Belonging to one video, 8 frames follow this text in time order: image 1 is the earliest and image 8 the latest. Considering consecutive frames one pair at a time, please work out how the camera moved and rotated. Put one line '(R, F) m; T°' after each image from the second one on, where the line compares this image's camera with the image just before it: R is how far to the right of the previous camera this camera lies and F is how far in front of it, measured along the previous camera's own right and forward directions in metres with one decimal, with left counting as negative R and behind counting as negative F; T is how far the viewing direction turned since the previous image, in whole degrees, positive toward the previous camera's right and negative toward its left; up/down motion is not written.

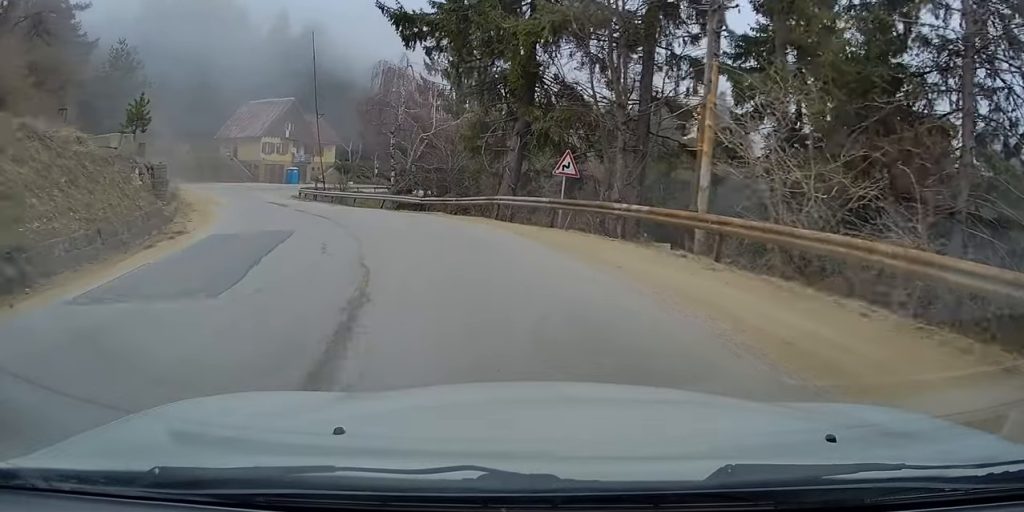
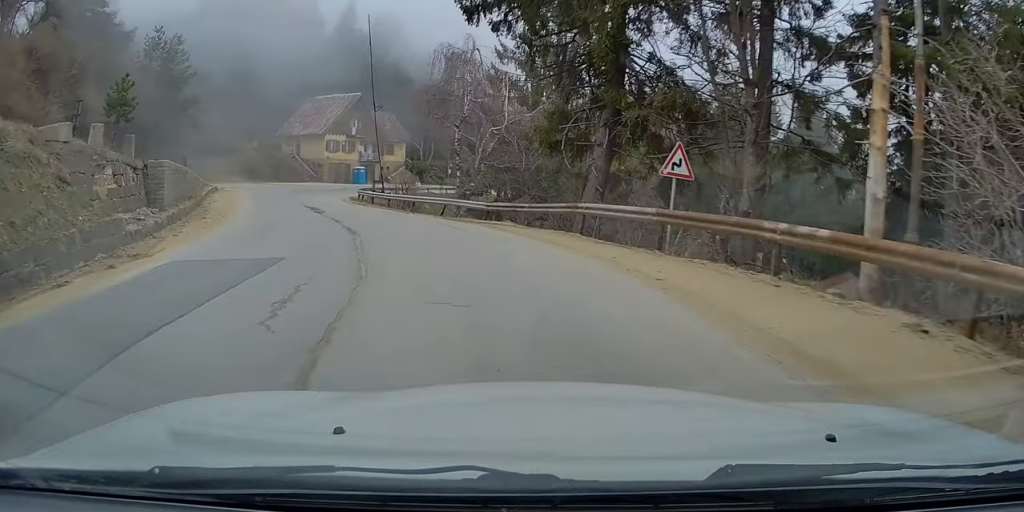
(-0.4, +4.7) m; -5°
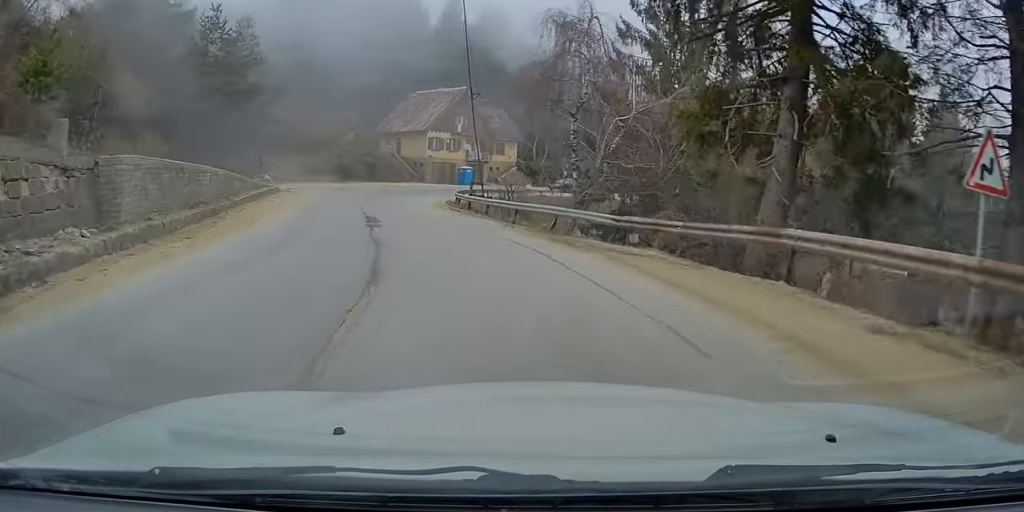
(-0.2, +6.6) m; -7°
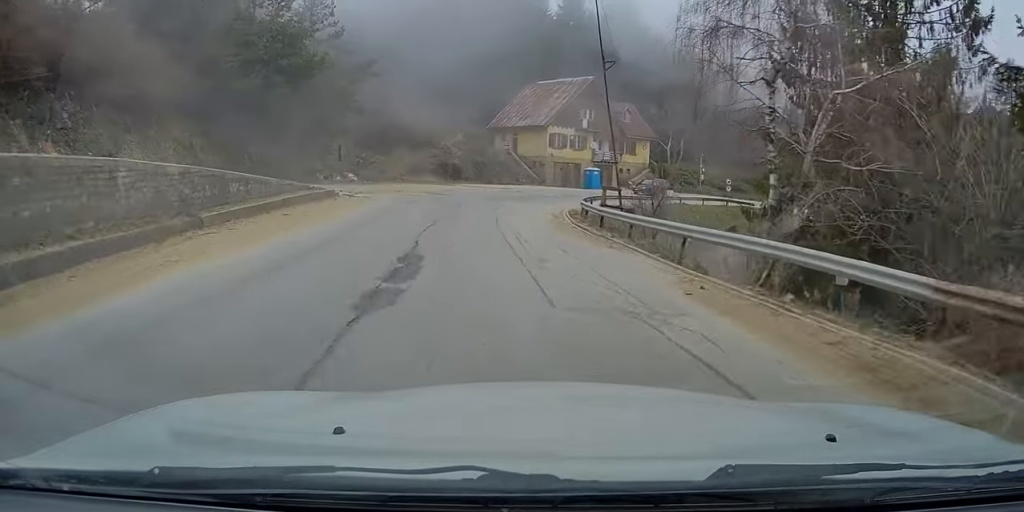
(-0.8, +9.0) m; -7°
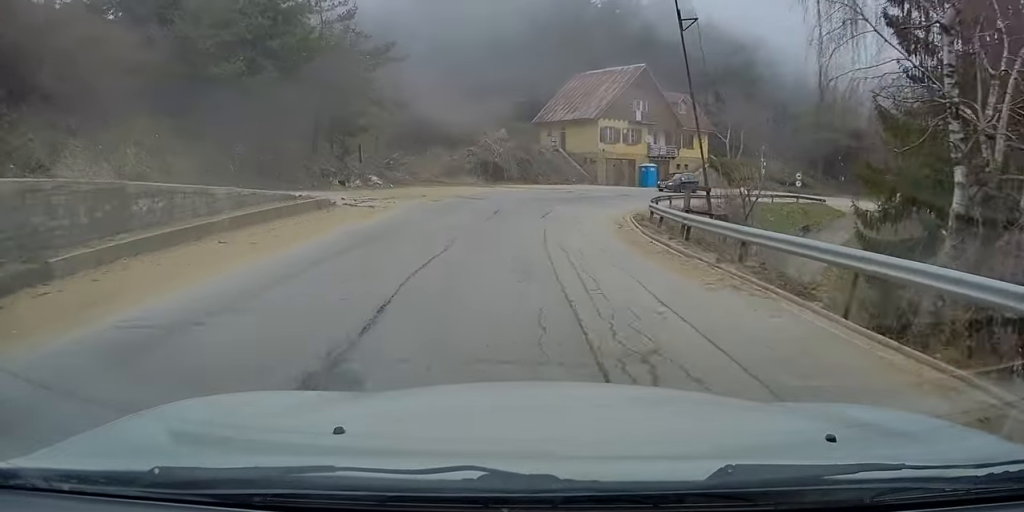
(-0.2, +5.6) m; -1°
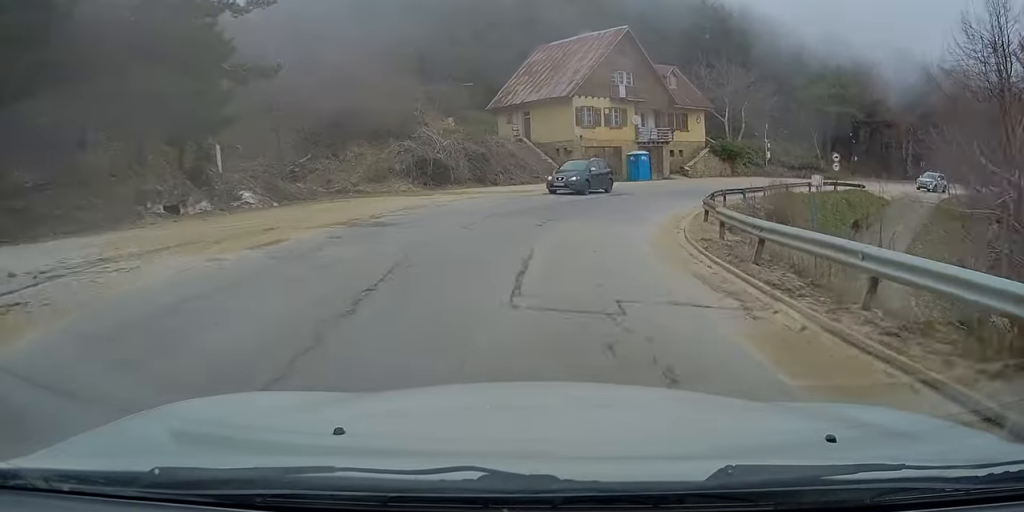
(-0.2, +13.1) m; +3°
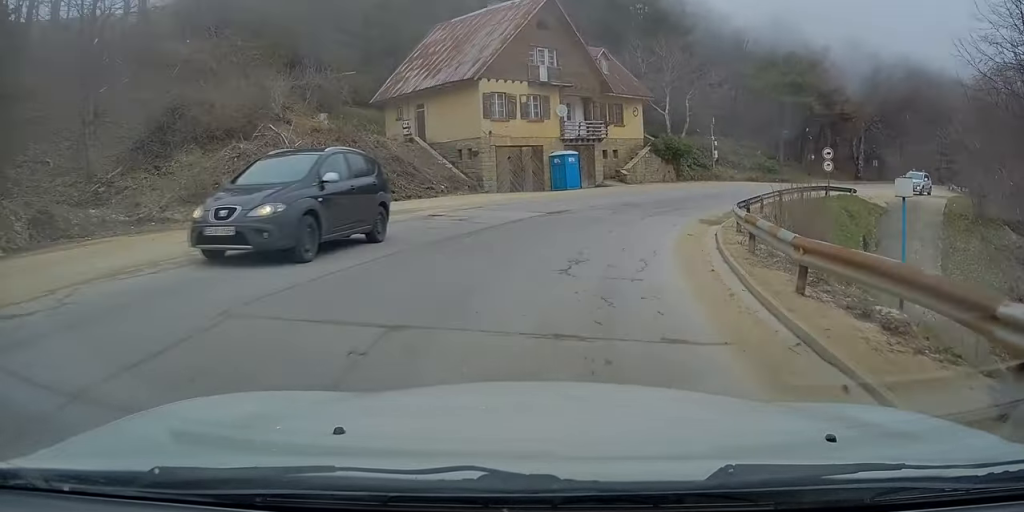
(+0.5, +10.8) m; +8°
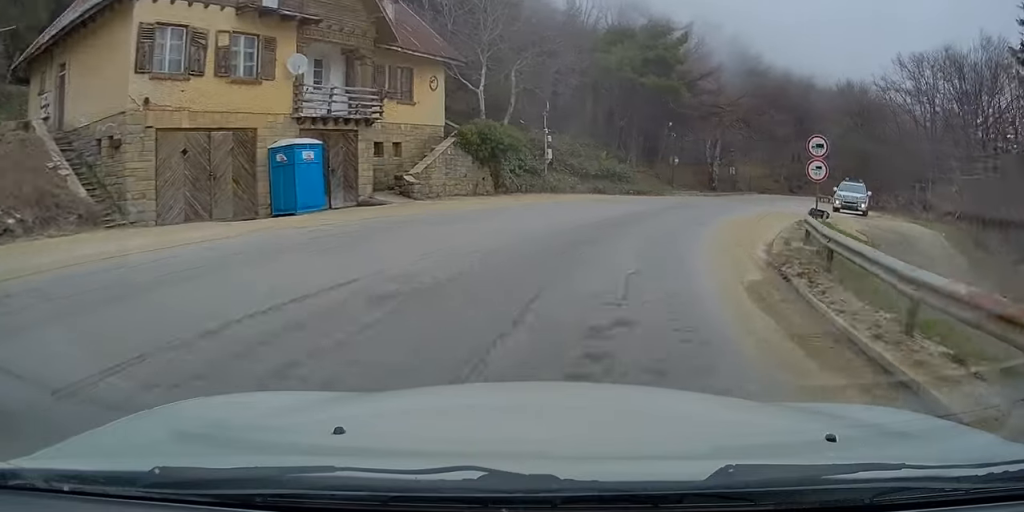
(+2.9, +17.3) m; +20°
